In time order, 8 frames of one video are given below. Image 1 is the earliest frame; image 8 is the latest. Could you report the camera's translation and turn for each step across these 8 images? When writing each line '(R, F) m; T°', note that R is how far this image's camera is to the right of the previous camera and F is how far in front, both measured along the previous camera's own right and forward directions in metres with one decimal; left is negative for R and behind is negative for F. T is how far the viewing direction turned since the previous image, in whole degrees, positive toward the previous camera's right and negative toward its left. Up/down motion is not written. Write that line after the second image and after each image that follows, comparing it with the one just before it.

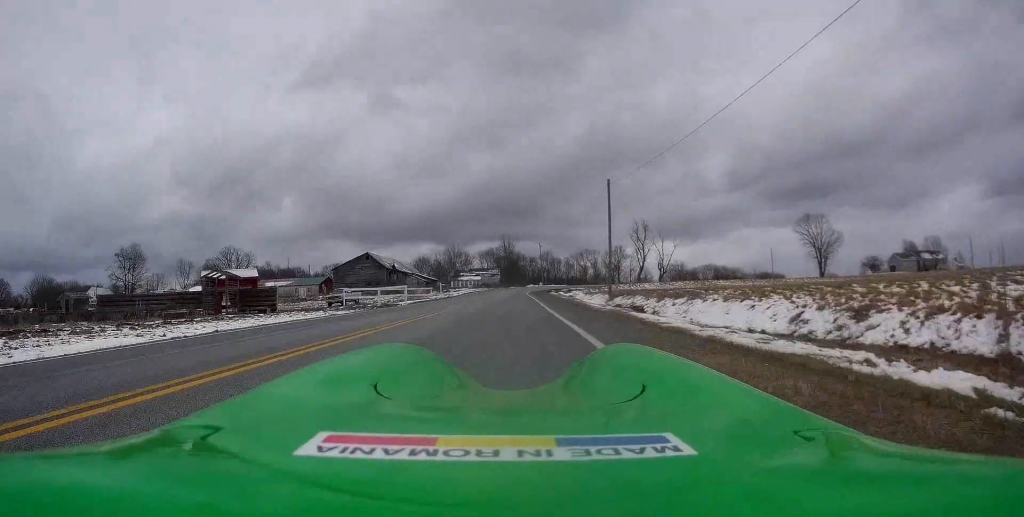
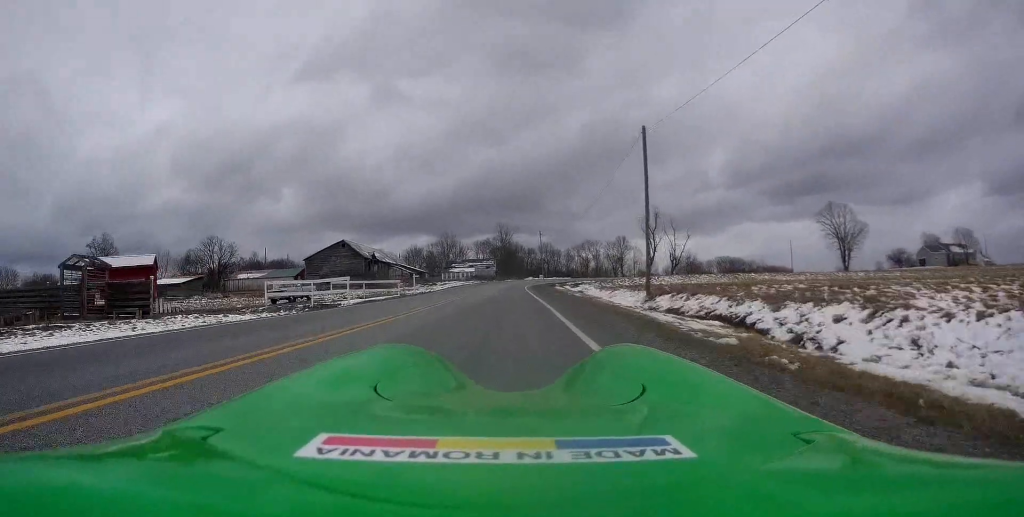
(-0.3, +14.1) m; 0°
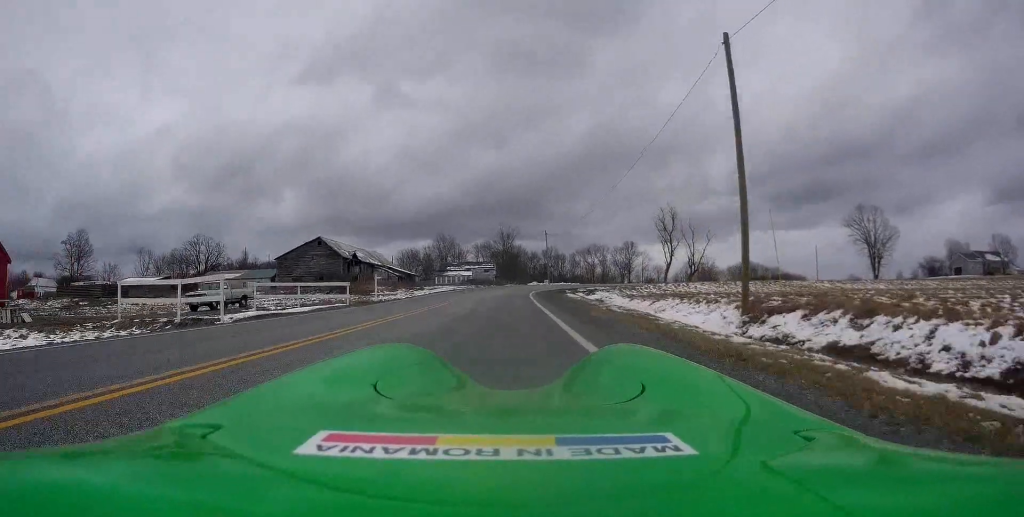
(+0.3, +13.1) m; -1°
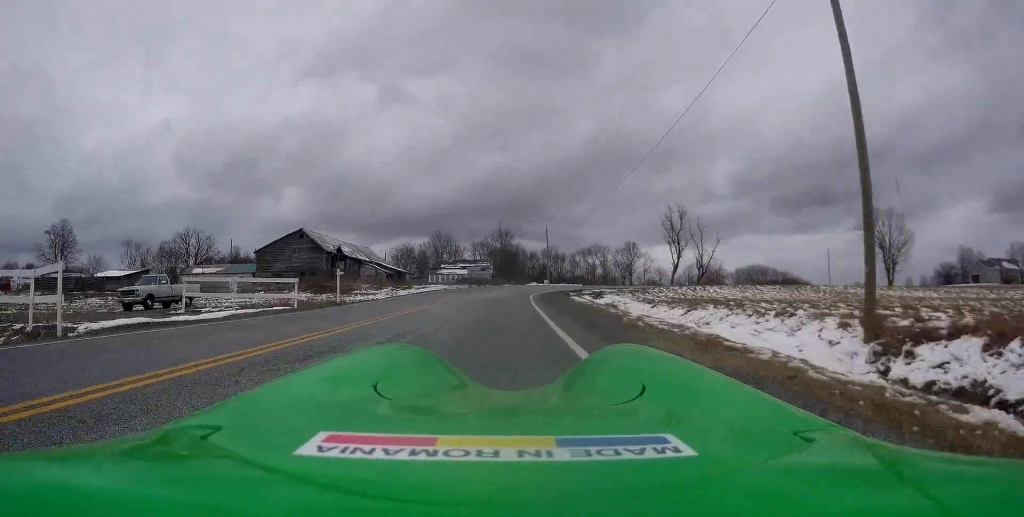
(-0.3, +6.9) m; -1°
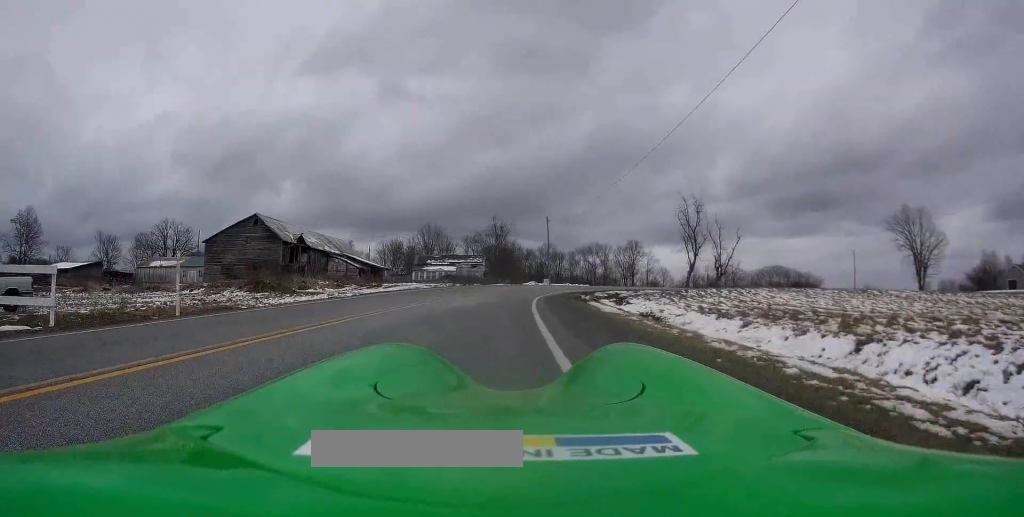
(-0.2, +13.5) m; 0°
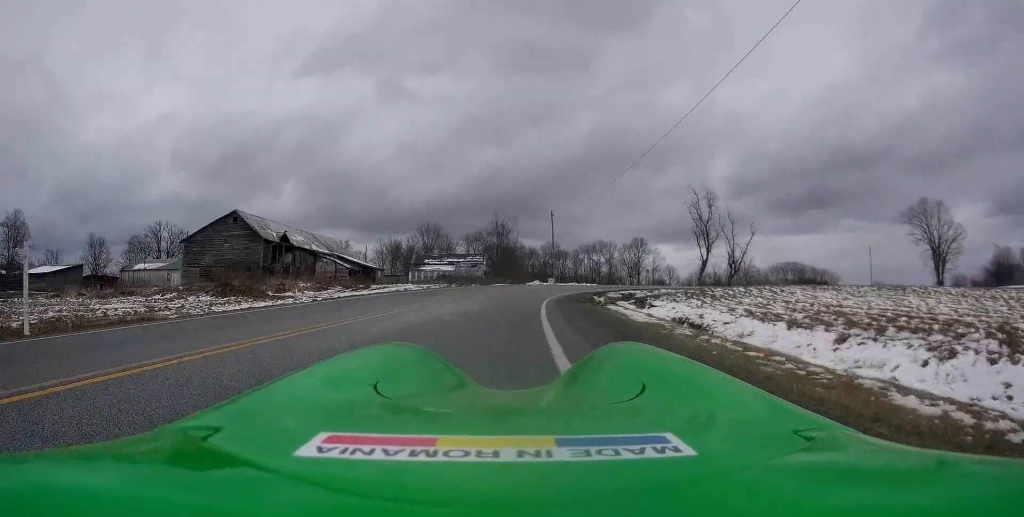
(-0.1, +6.1) m; +1°
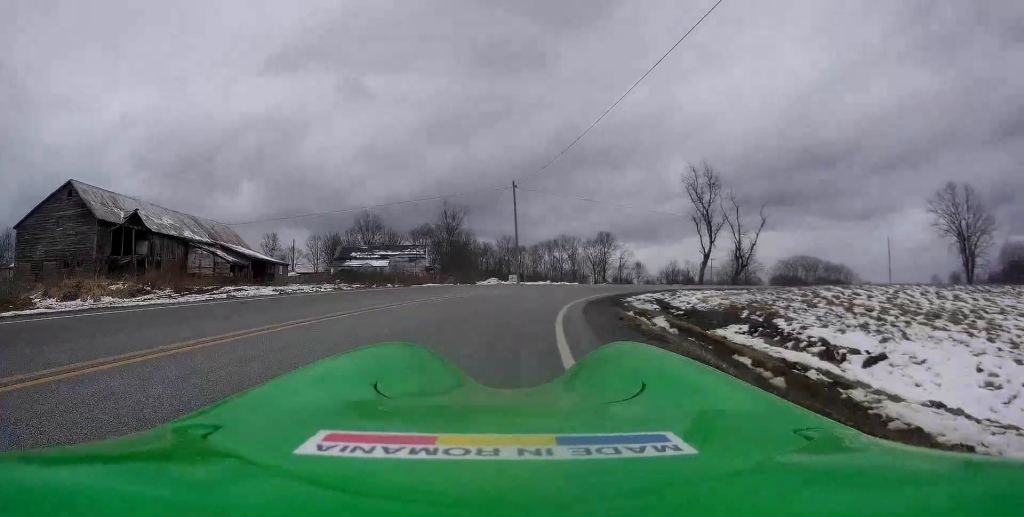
(+0.8, +21.0) m; +4°
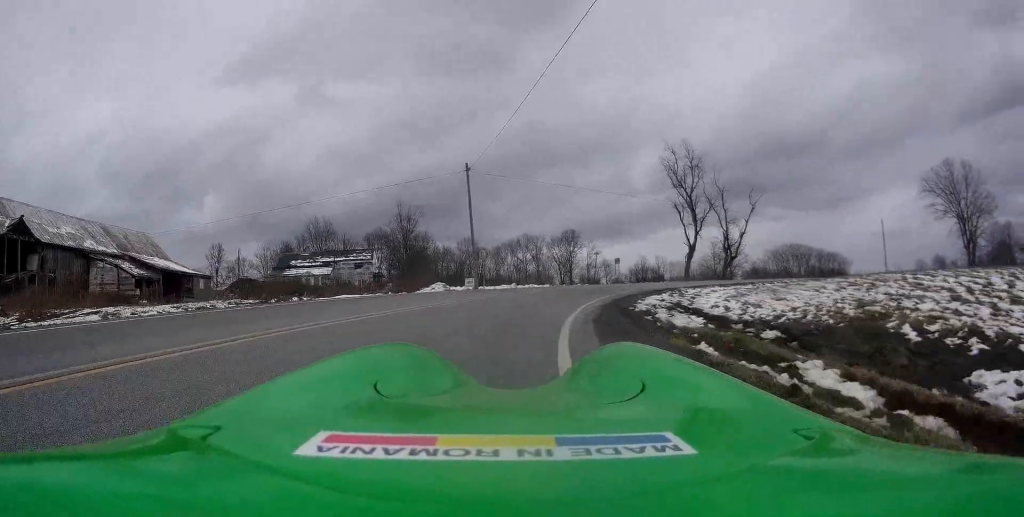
(+0.2, +9.0) m; +3°
